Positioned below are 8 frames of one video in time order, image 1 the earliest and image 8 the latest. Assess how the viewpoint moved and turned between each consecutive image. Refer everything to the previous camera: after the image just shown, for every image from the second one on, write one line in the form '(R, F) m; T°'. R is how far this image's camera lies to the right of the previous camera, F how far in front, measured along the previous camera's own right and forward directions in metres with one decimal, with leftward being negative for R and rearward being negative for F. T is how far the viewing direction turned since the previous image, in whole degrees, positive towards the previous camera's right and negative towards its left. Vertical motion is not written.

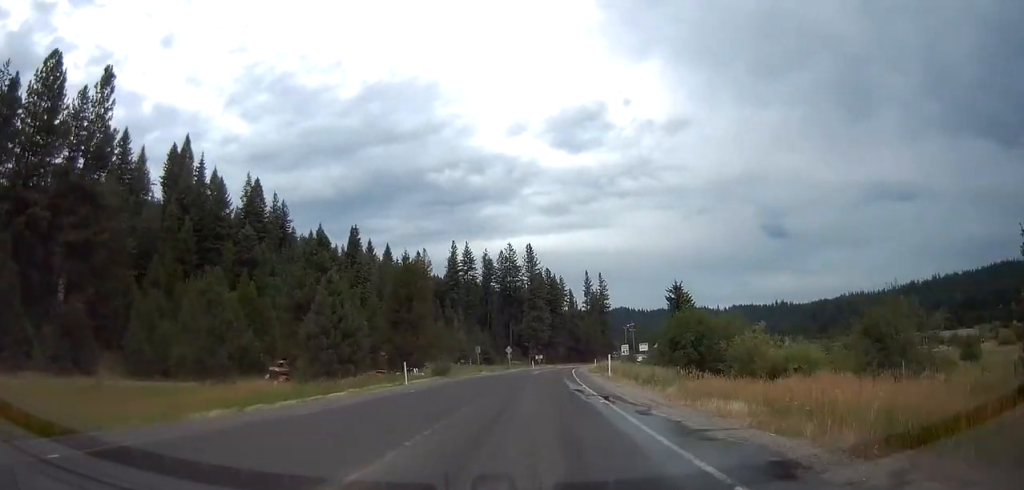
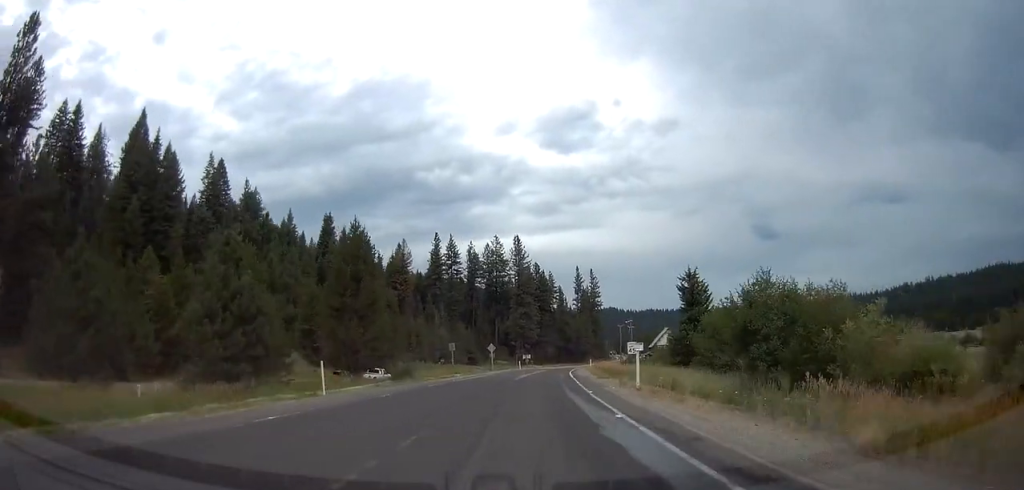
(+0.2, +13.6) m; +1°
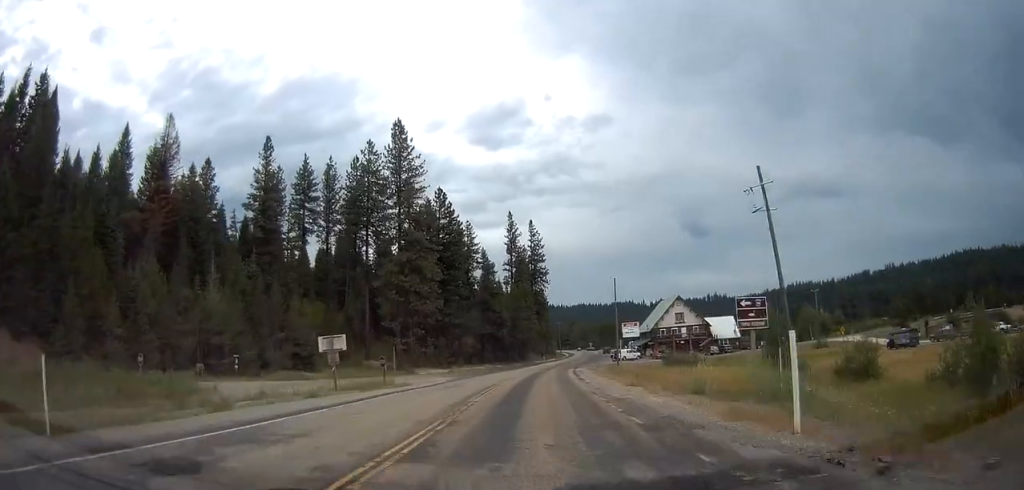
(+5.1, +93.0) m; +6°
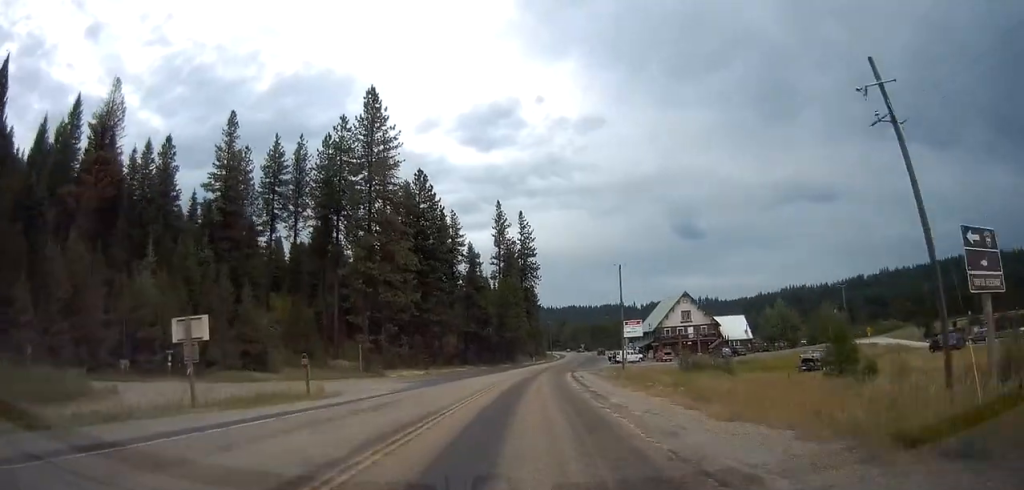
(+0.2, +12.7) m; +2°
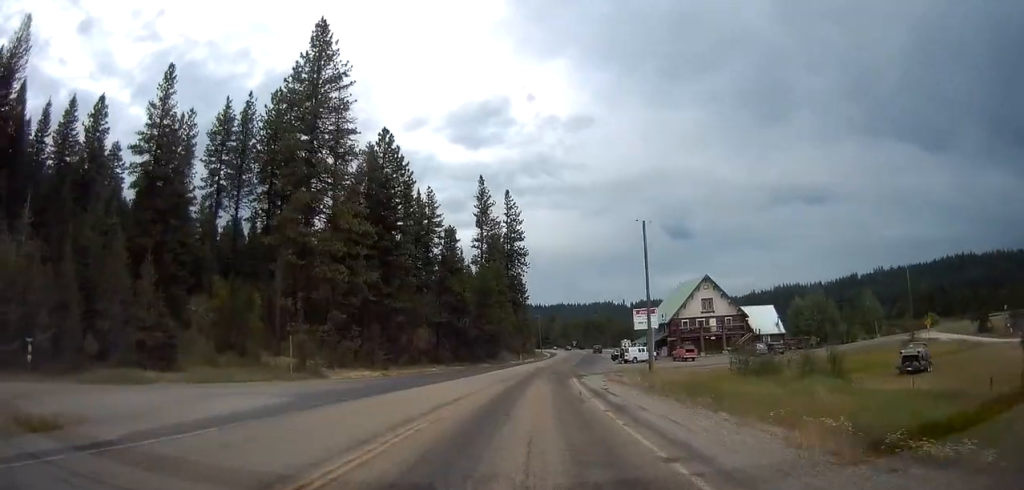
(+0.5, +20.0) m; +2°
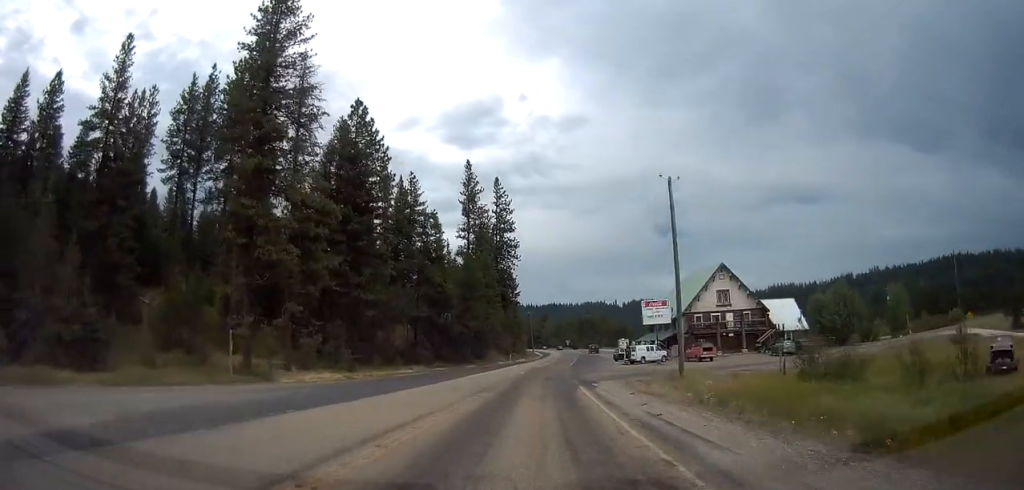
(+0.2, +11.2) m; +1°
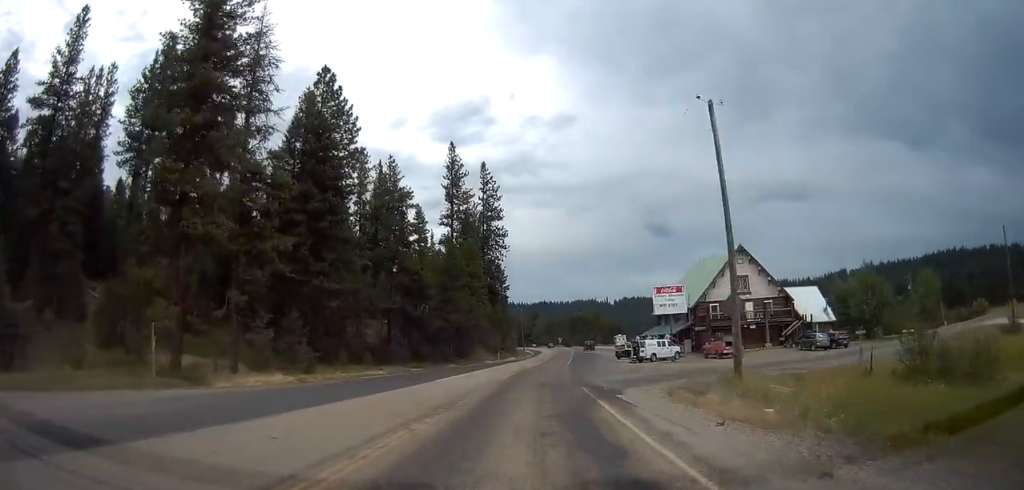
(0.0, +10.4) m; +1°
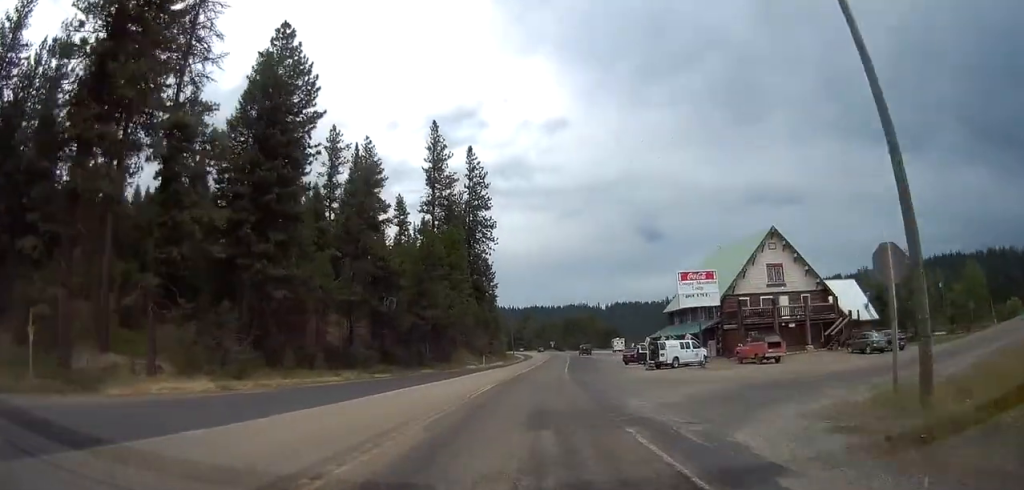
(-0.1, +12.0) m; +1°
